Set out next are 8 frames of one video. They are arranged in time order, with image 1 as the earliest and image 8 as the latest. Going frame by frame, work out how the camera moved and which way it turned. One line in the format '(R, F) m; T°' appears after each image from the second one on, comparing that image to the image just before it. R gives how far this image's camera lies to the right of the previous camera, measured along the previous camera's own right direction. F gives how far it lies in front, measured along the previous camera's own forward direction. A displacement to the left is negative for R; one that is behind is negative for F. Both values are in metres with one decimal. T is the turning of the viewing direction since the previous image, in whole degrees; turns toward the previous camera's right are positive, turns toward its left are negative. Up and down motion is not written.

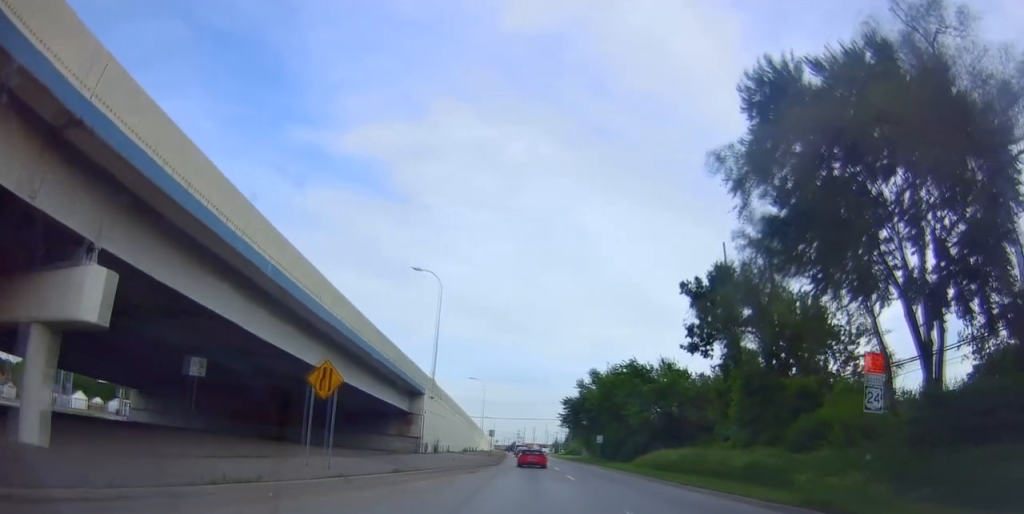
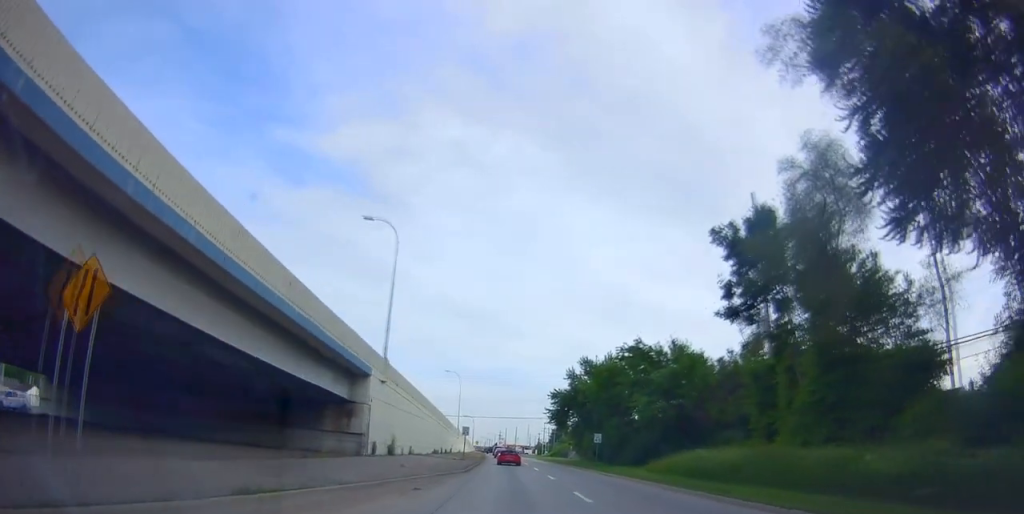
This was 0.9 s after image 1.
(+0.6, +10.1) m; +5°
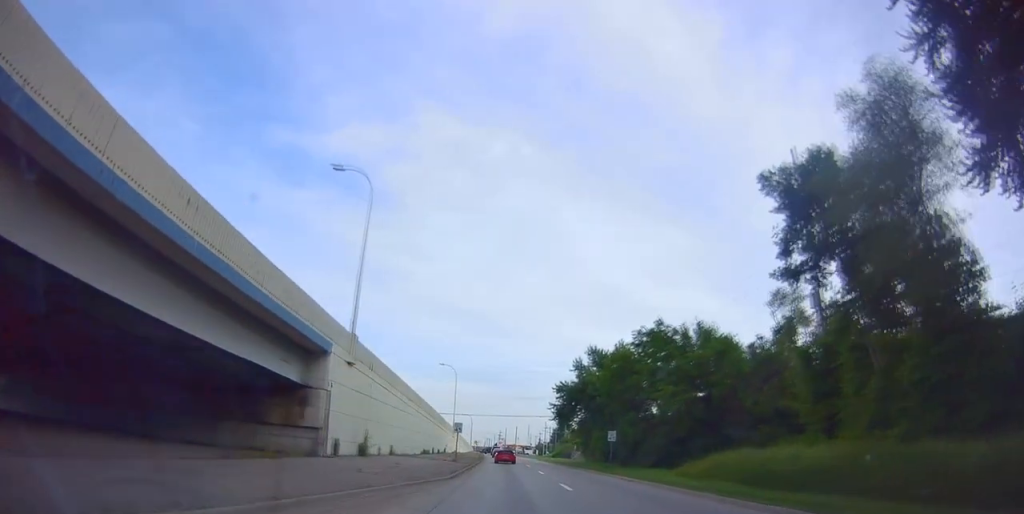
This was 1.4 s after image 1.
(-0.3, +6.6) m; +3°
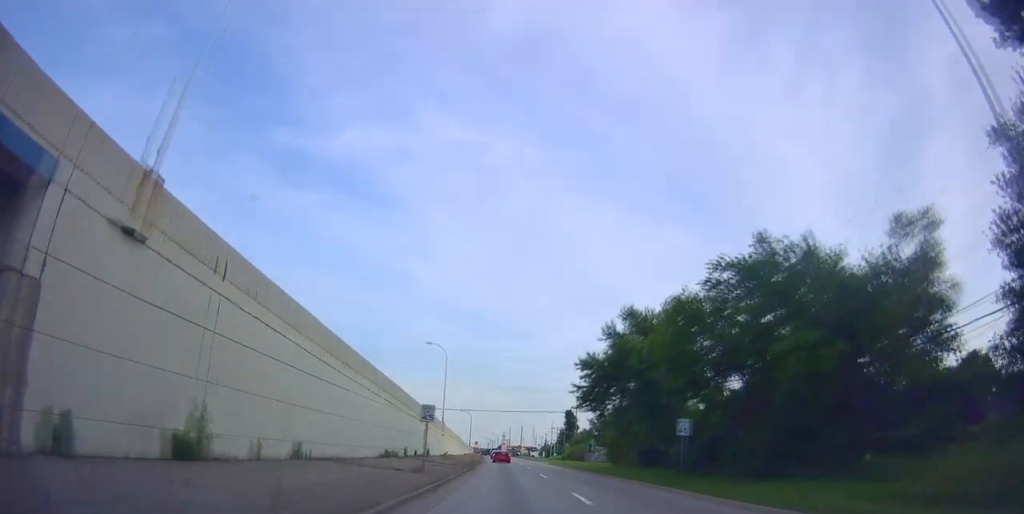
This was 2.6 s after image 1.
(+1.5, +16.7) m; +4°
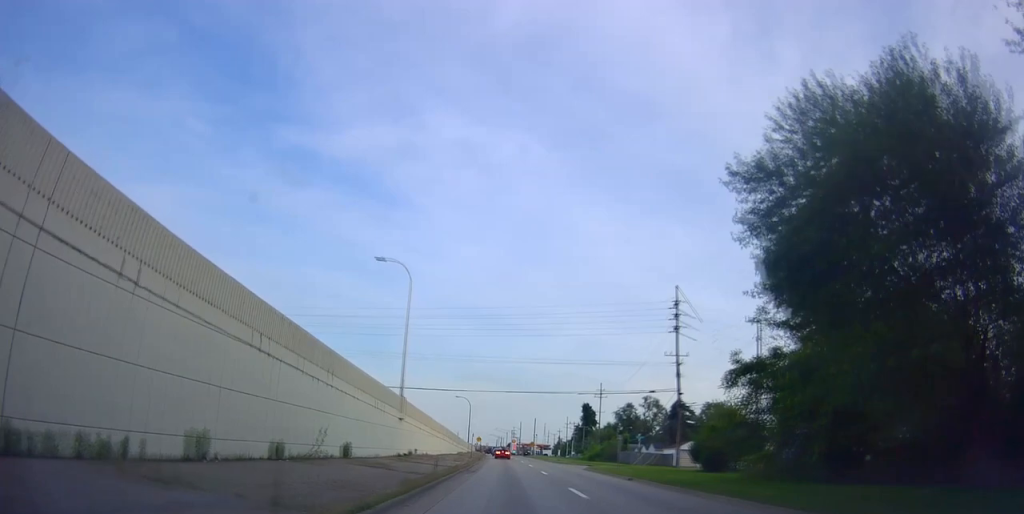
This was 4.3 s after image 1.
(-2.6, +29.6) m; -5°
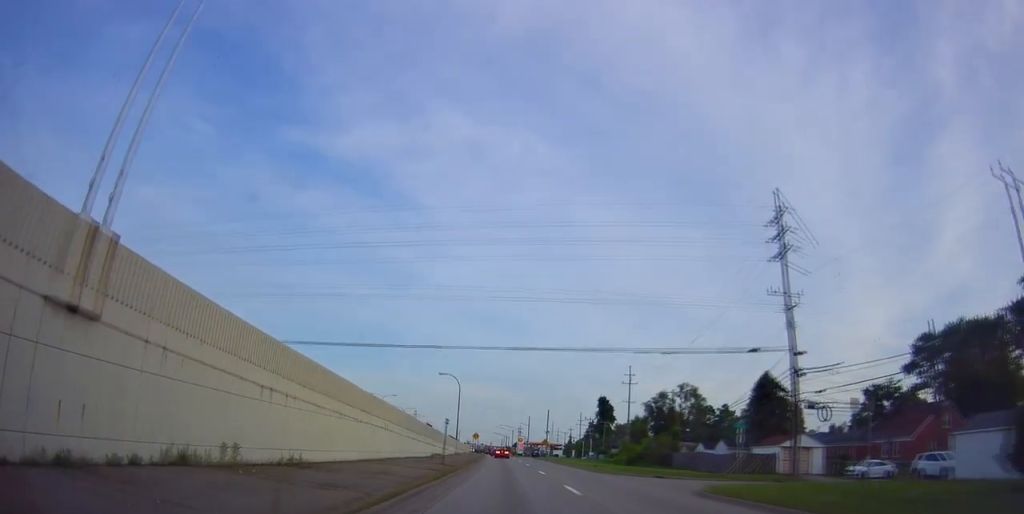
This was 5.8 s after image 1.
(+0.5, +29.4) m; +1°
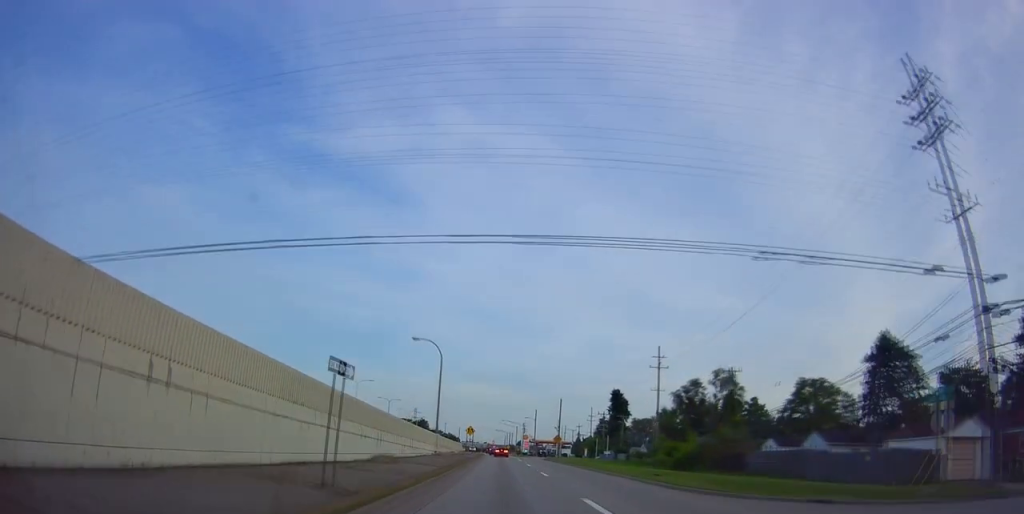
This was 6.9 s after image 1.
(-0.2, +20.9) m; 0°
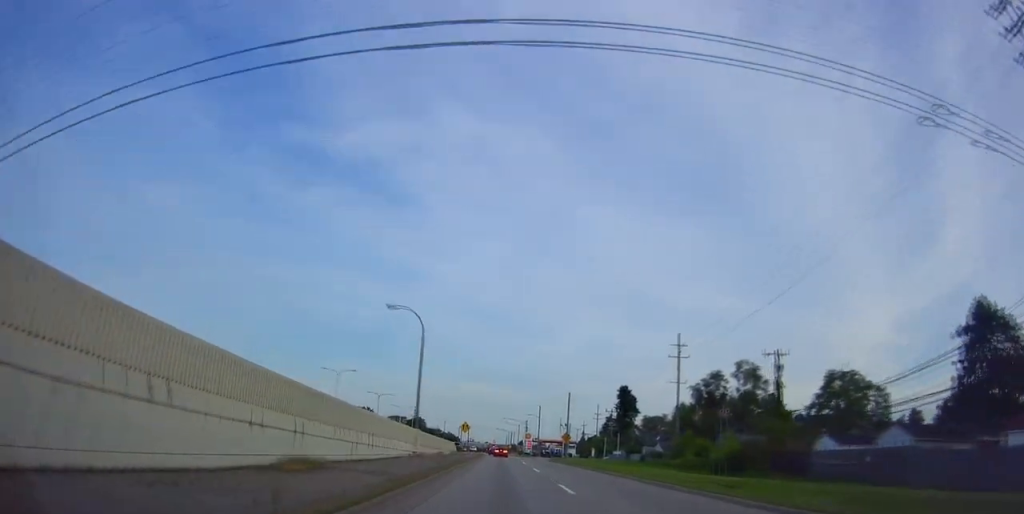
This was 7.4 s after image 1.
(+0.3, +10.9) m; -1°
